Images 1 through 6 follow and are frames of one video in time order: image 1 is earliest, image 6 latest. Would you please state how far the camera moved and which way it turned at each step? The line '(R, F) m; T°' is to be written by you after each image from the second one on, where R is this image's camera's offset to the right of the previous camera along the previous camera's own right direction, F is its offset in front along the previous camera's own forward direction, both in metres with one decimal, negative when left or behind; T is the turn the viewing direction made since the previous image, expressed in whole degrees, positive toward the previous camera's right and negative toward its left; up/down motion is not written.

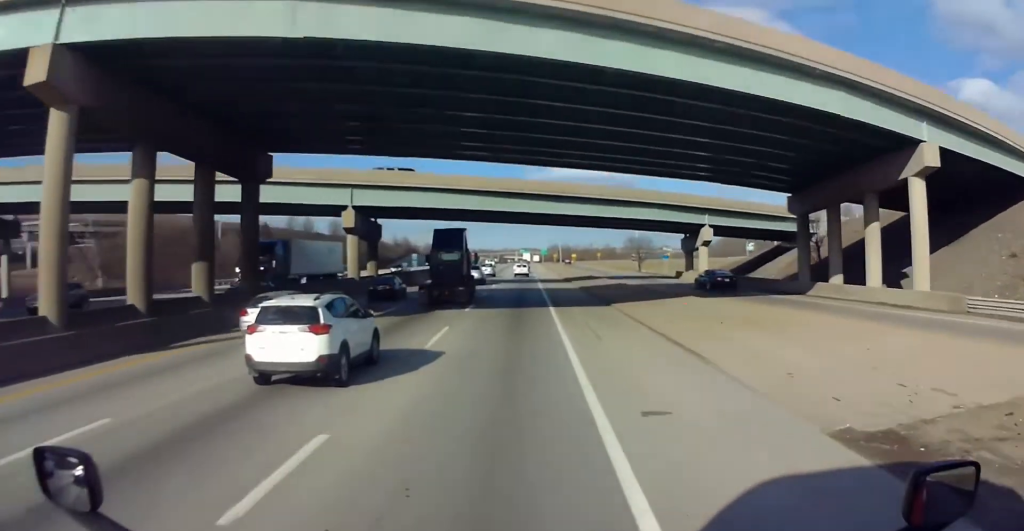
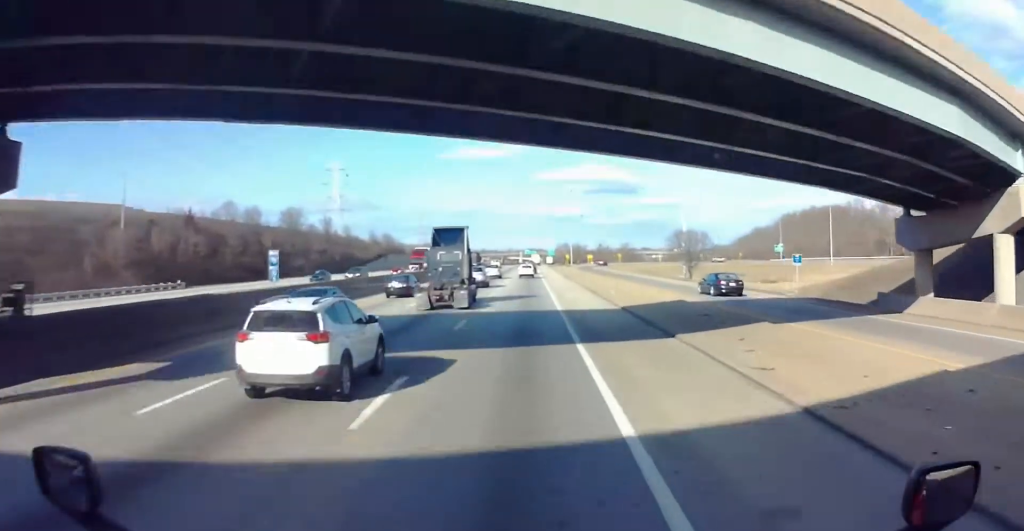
(-0.6, +43.9) m; -1°
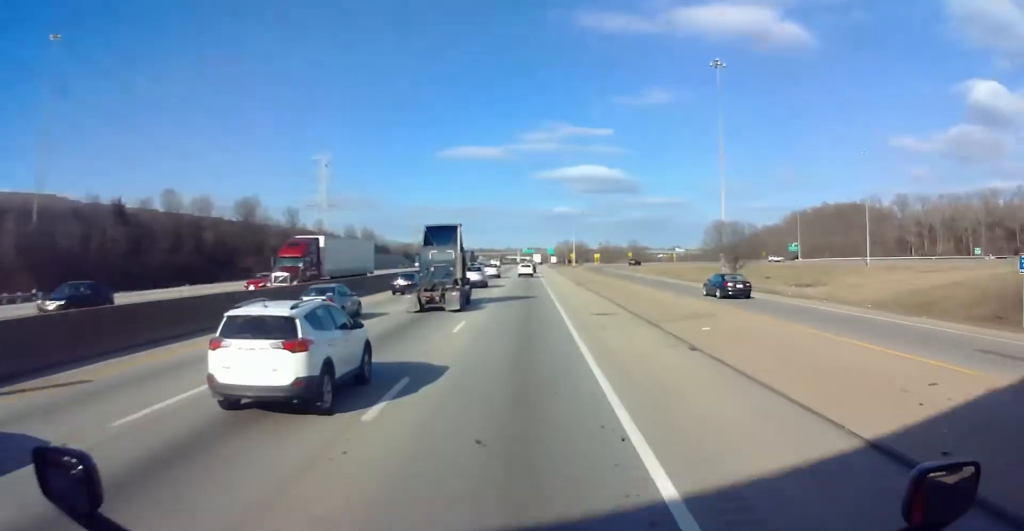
(0.0, +24.8) m; 0°
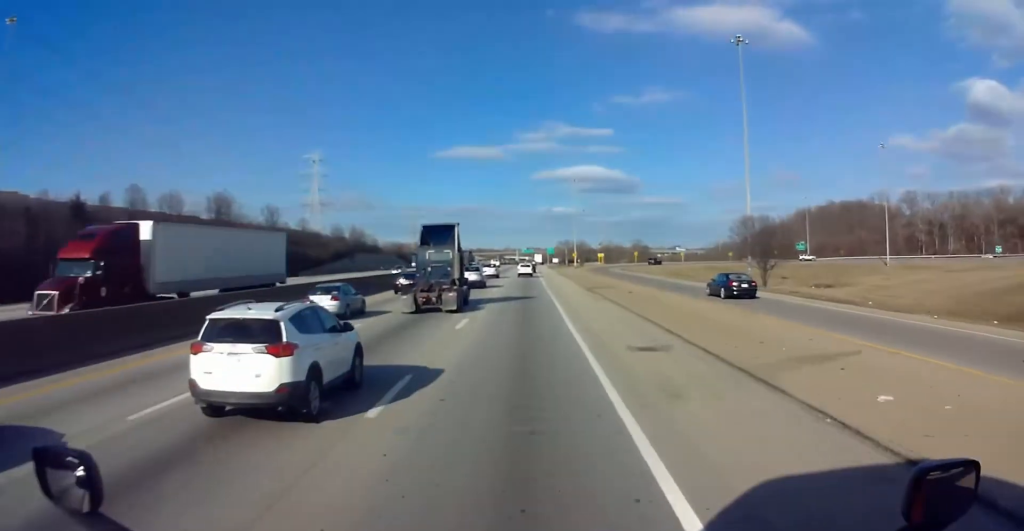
(0.0, +11.5) m; 0°
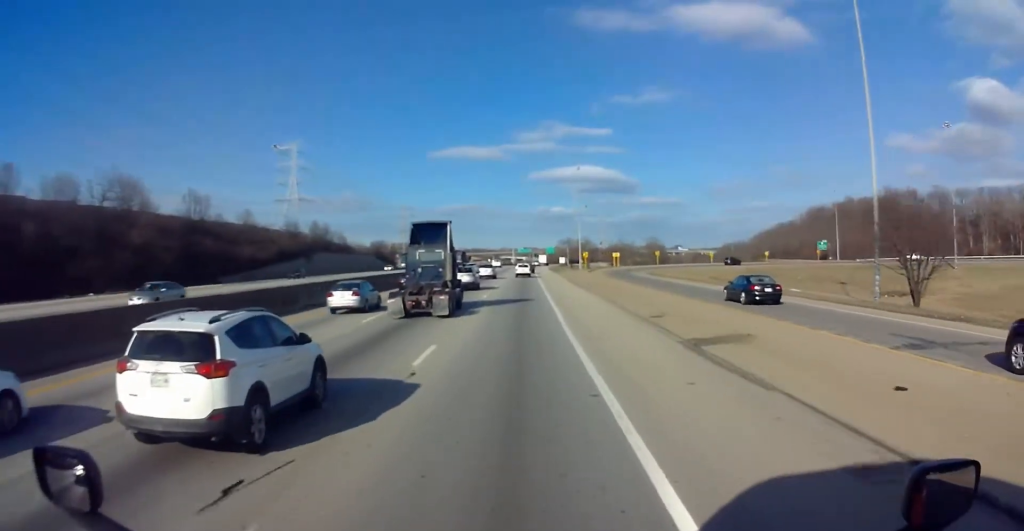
(-0.1, +32.2) m; 0°
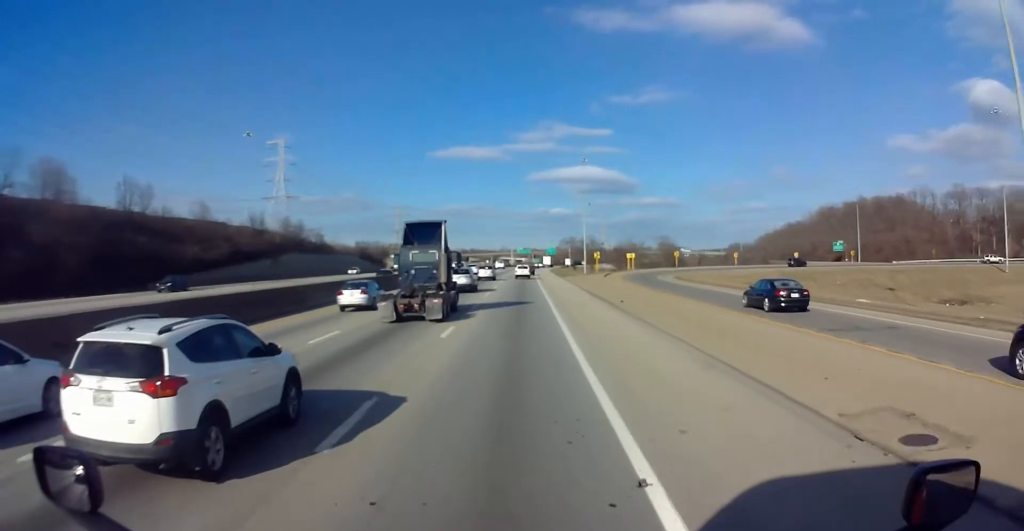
(+0.2, +18.7) m; 0°
